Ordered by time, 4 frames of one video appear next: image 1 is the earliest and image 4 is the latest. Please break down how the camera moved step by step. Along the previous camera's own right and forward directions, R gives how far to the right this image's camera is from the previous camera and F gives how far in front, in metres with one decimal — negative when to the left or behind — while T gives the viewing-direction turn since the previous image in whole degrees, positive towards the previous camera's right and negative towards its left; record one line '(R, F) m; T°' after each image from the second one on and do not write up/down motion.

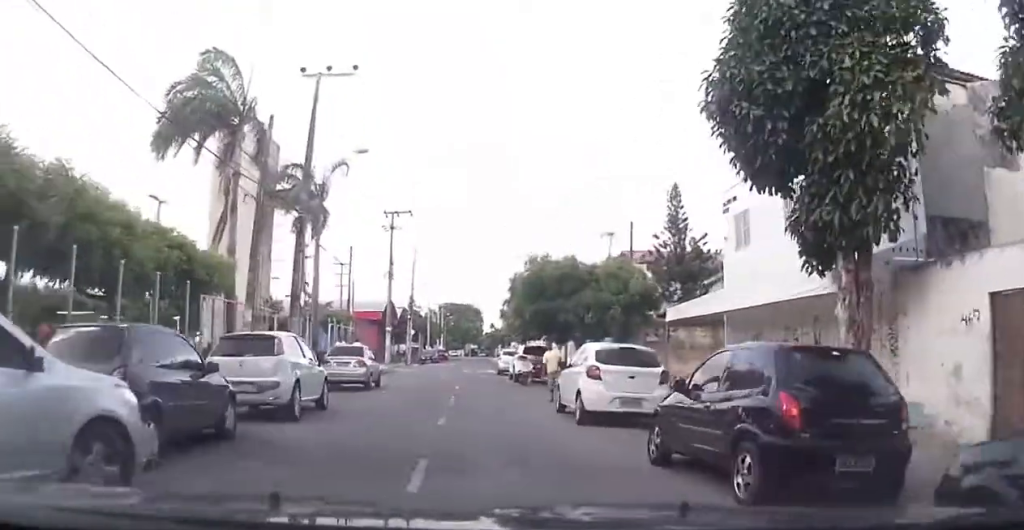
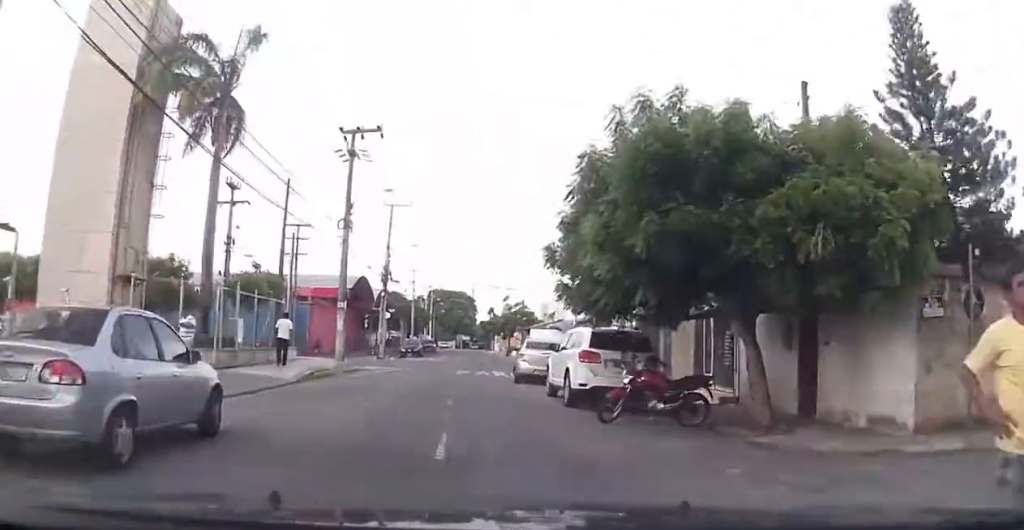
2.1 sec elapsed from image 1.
(+0.1, +16.3) m; 0°
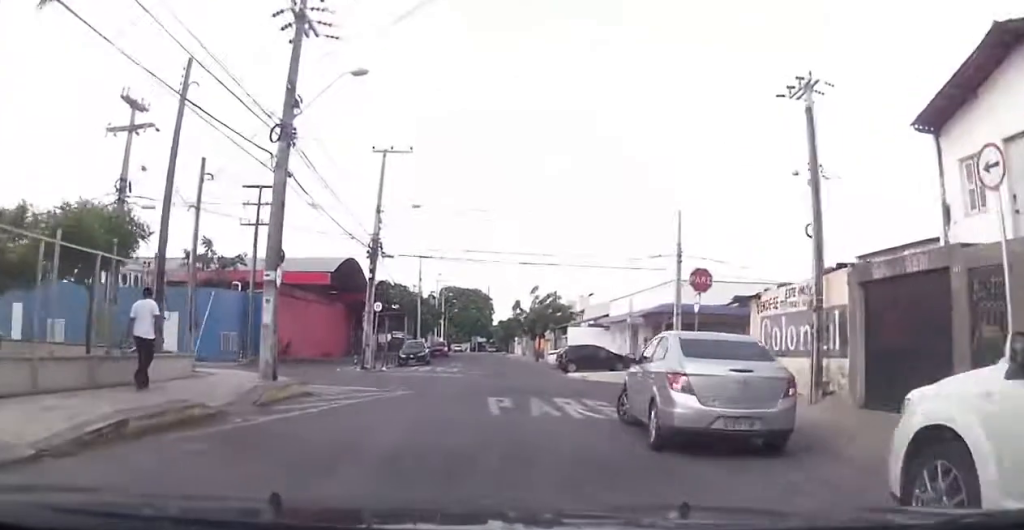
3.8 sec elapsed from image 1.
(-0.7, +14.1) m; -4°
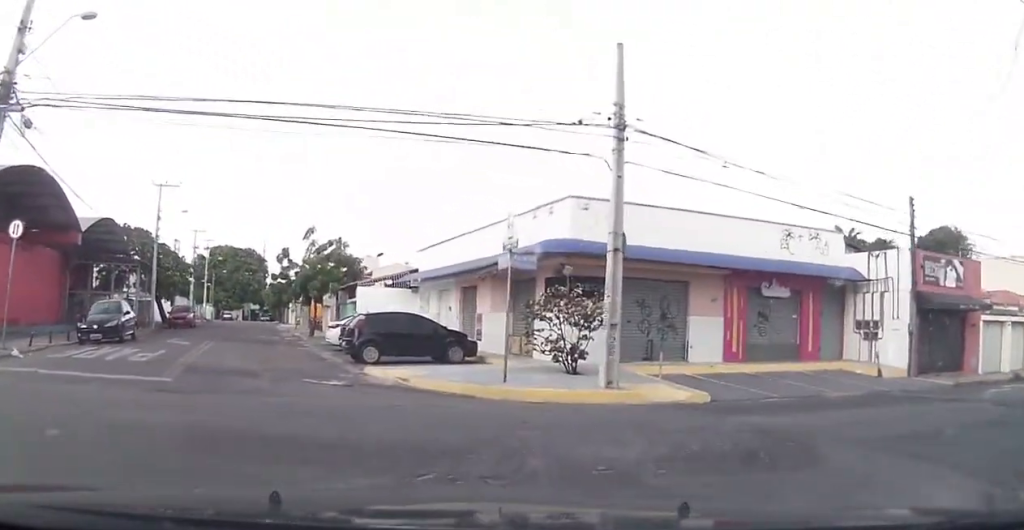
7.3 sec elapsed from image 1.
(+2.3, +19.8) m; +12°
